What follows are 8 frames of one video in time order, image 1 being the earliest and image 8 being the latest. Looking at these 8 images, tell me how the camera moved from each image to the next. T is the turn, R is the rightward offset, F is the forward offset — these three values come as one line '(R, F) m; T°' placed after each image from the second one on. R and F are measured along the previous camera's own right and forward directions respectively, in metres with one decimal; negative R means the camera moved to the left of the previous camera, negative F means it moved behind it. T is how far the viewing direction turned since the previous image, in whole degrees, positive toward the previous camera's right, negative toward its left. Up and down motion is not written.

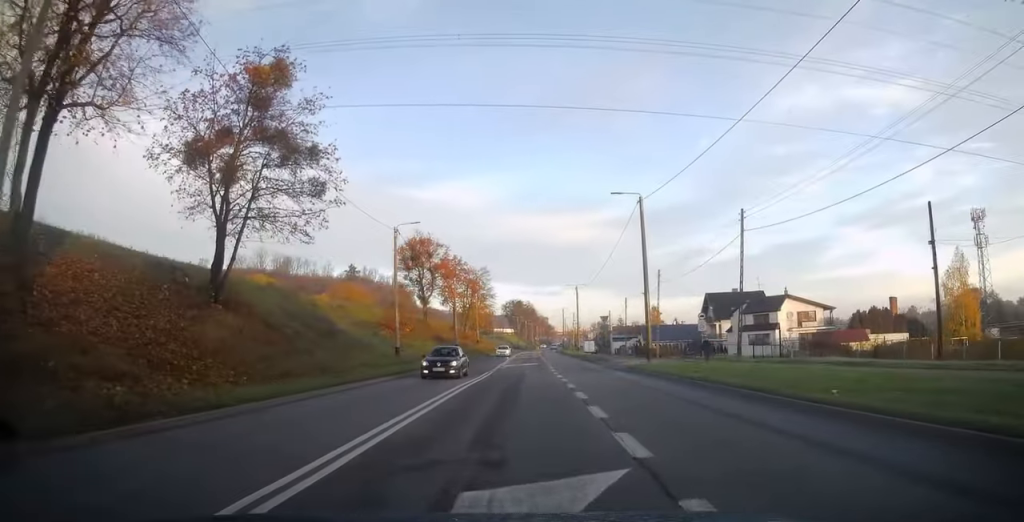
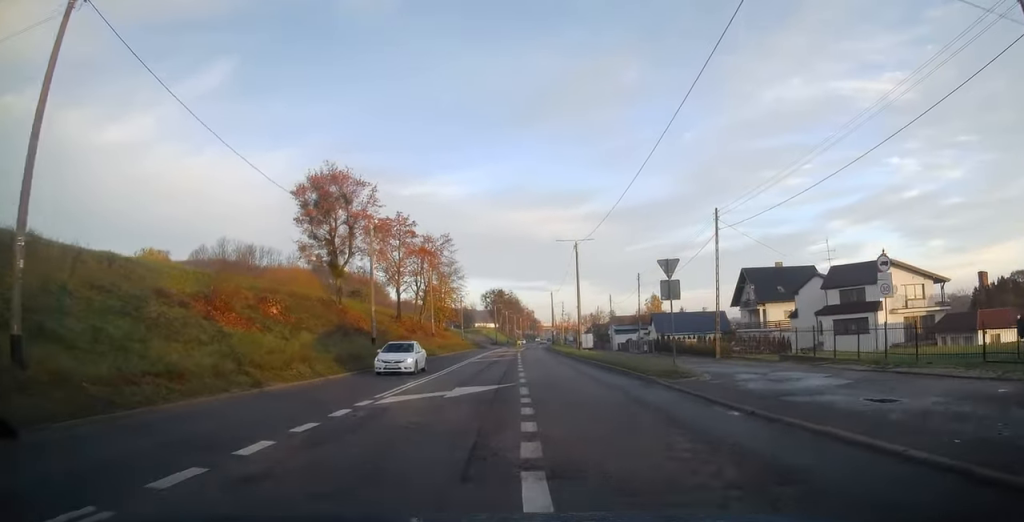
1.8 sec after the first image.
(+0.4, +29.3) m; +1°
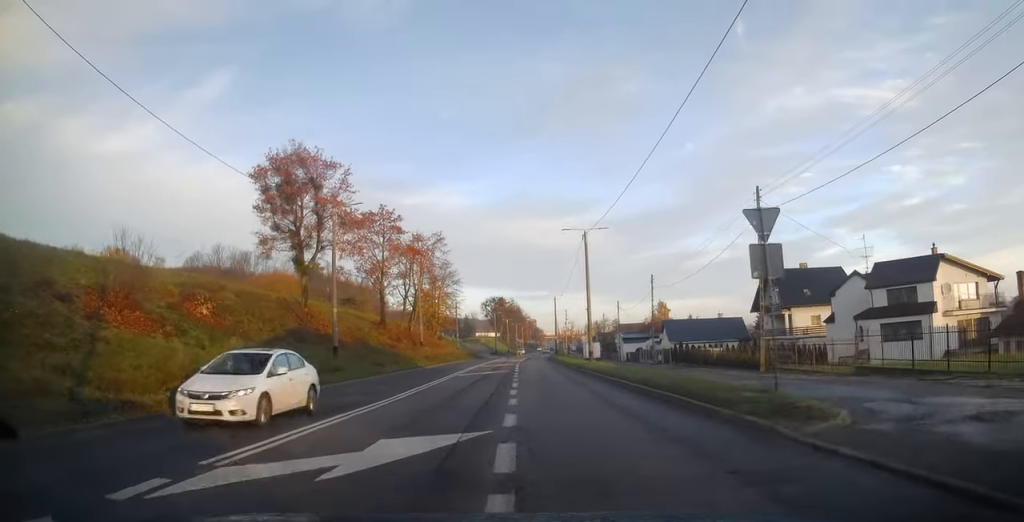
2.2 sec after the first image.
(0.0, +8.1) m; 0°
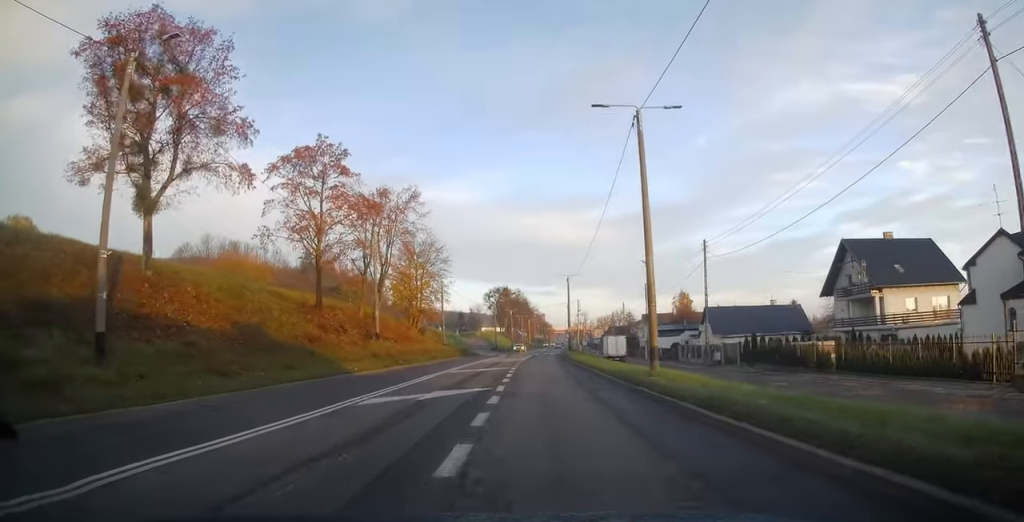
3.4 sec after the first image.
(0.0, +19.8) m; 0°
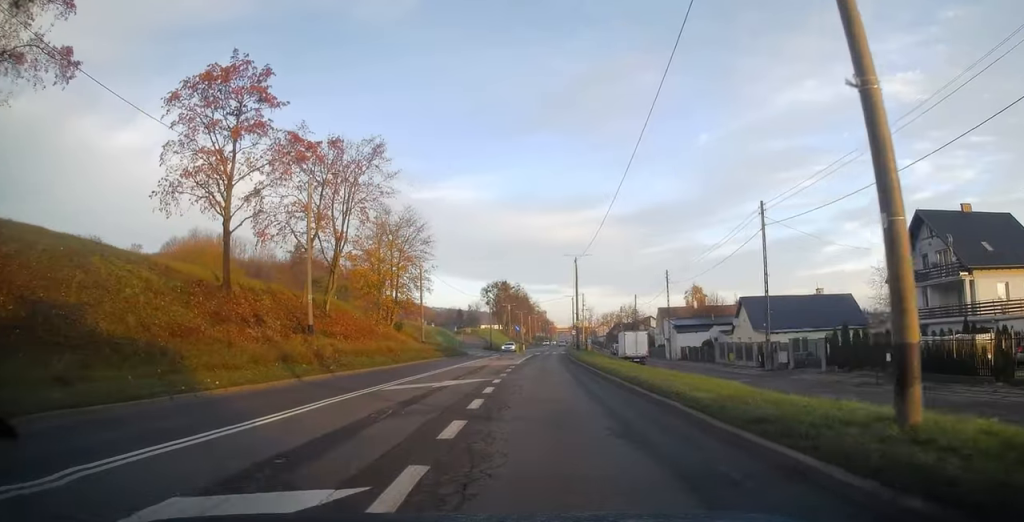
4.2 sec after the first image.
(0.0, +13.4) m; 0°
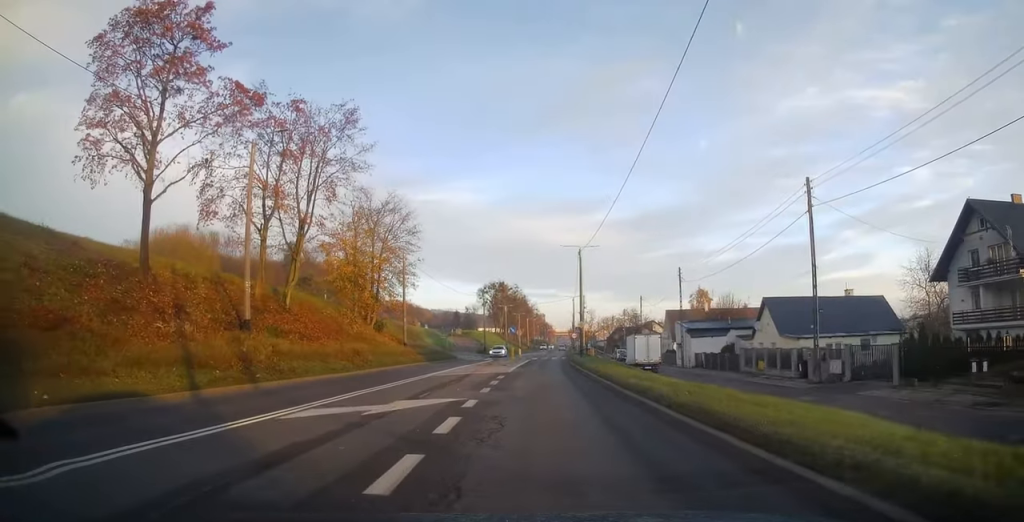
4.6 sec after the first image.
(0.0, +7.0) m; 0°
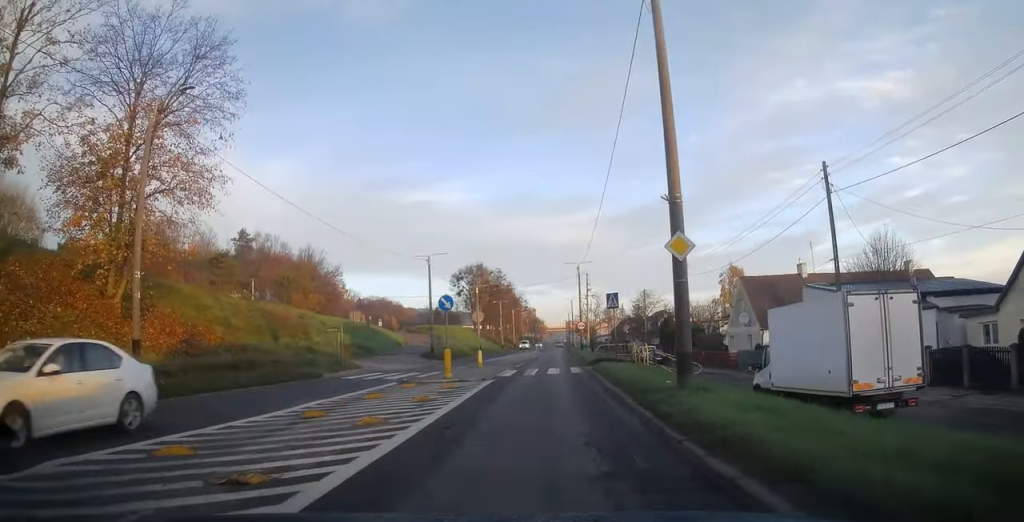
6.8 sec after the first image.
(+0.1, +35.3) m; +1°
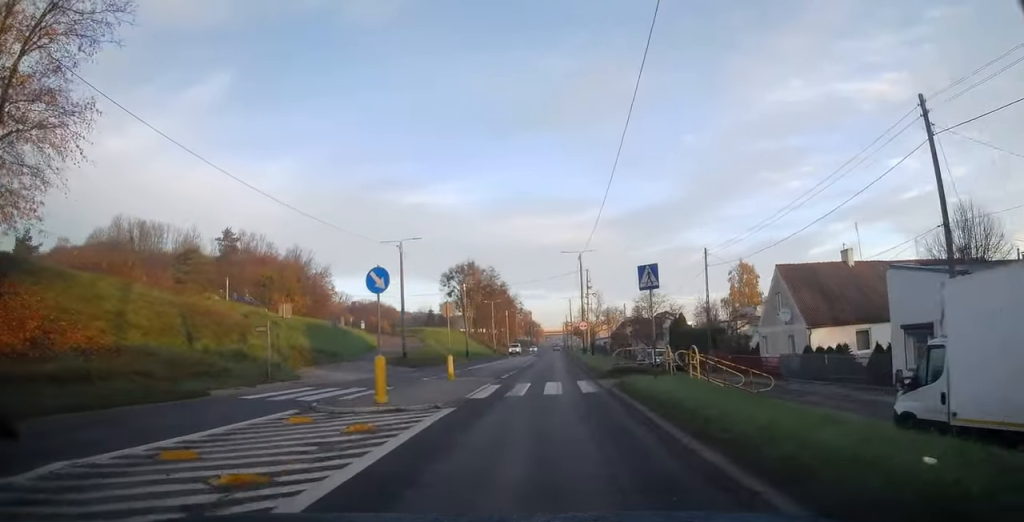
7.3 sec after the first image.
(-0.1, +8.9) m; 0°
